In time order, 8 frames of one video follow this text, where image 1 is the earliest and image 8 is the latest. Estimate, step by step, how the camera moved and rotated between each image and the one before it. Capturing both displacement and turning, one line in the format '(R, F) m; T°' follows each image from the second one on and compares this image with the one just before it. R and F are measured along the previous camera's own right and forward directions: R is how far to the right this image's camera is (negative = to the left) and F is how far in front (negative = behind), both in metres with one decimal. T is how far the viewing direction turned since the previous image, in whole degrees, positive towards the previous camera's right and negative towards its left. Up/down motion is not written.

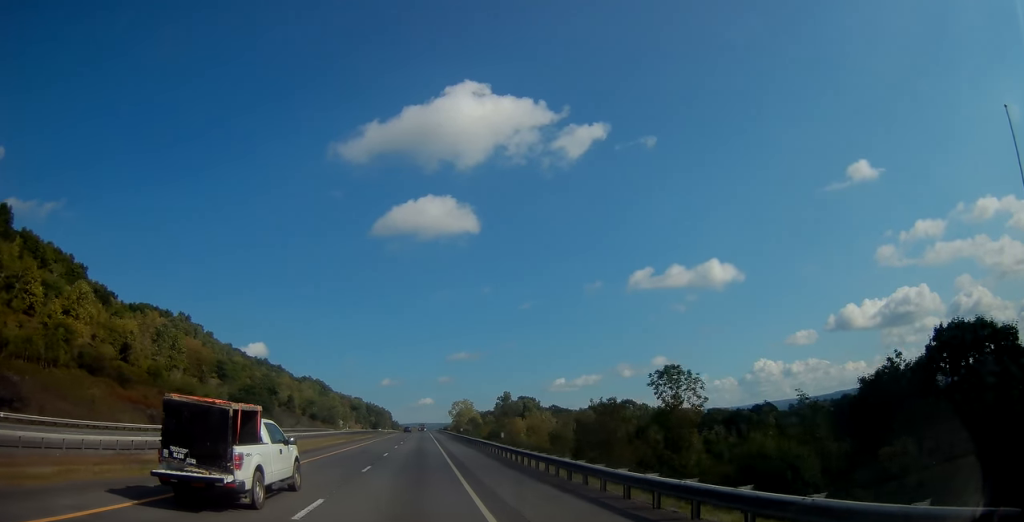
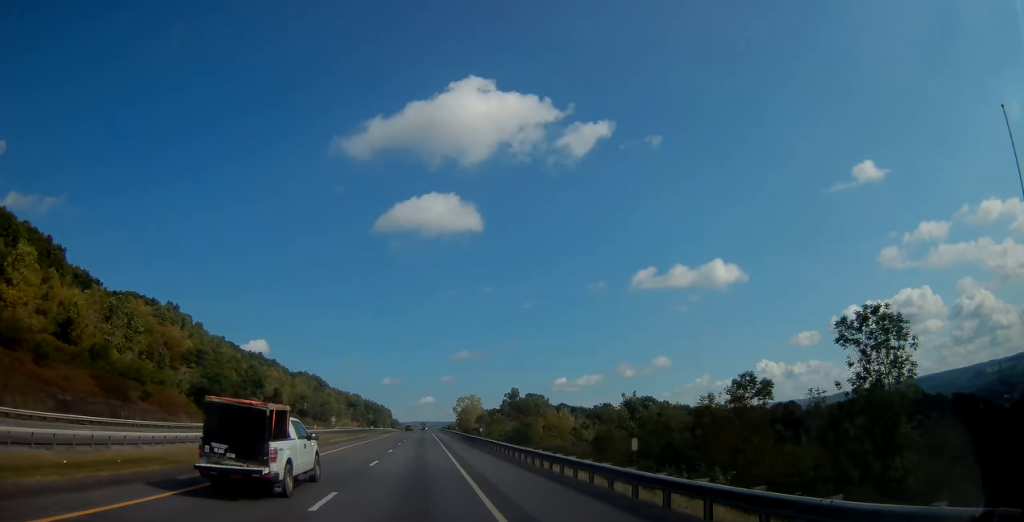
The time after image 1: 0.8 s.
(-0.4, +23.0) m; 0°
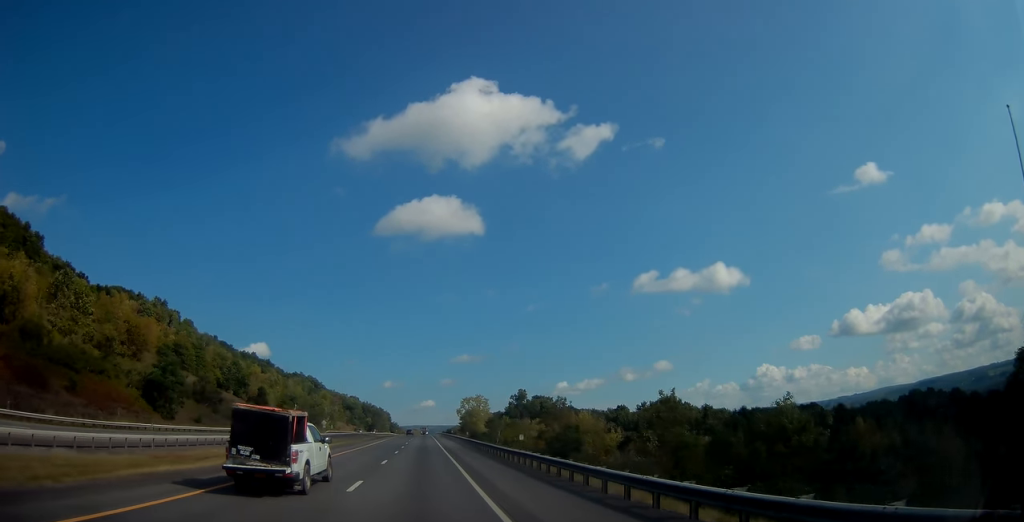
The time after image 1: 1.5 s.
(+0.2, +20.1) m; 0°
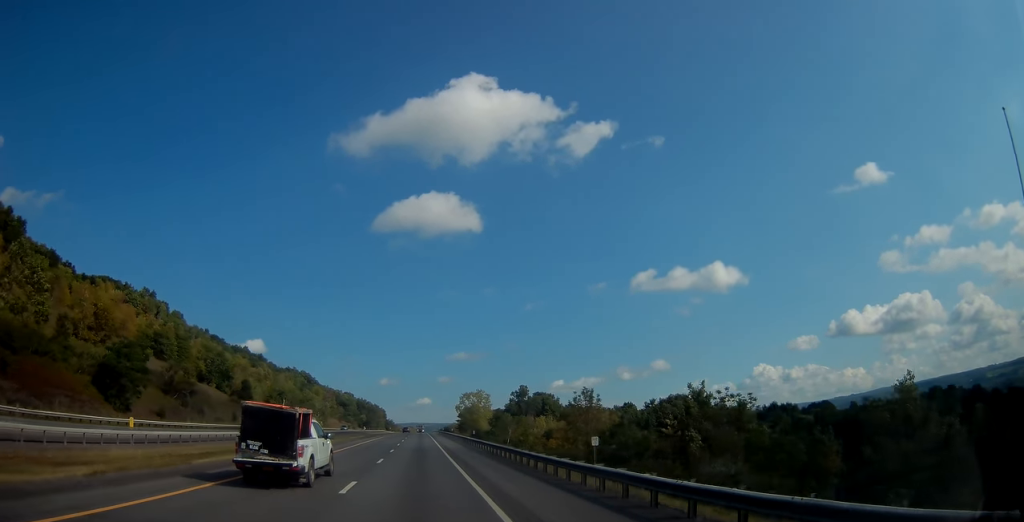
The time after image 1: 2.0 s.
(+0.2, +13.4) m; 0°
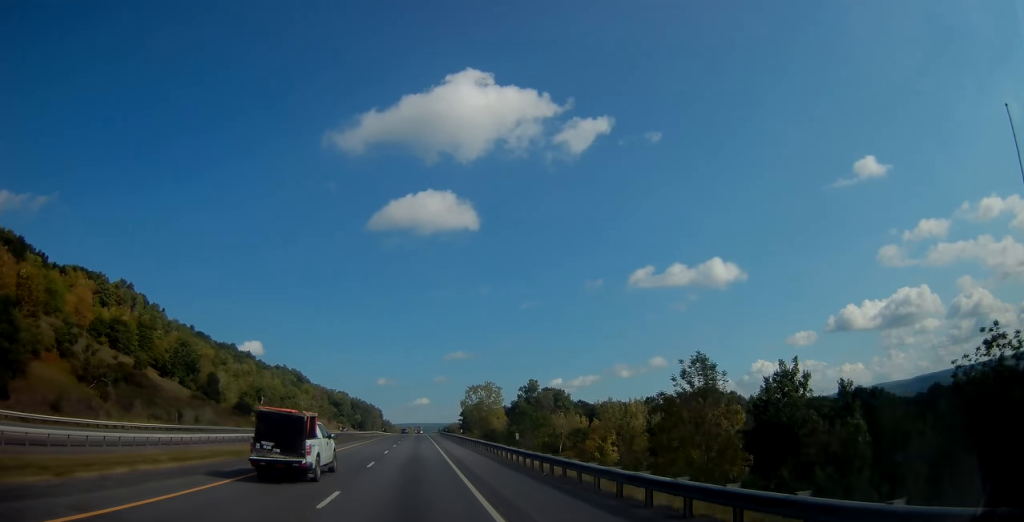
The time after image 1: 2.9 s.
(-0.1, +26.9) m; 0°
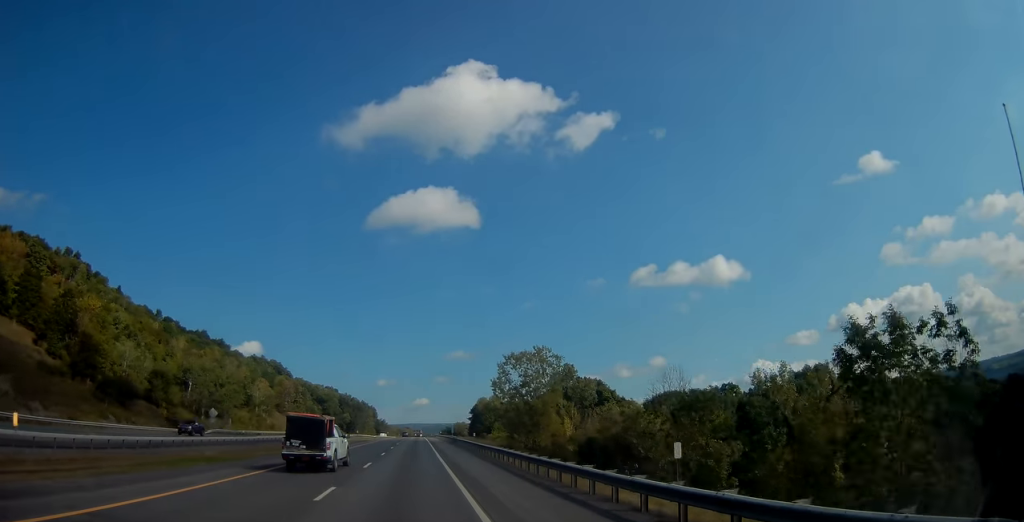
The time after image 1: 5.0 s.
(+0.4, +59.3) m; 0°
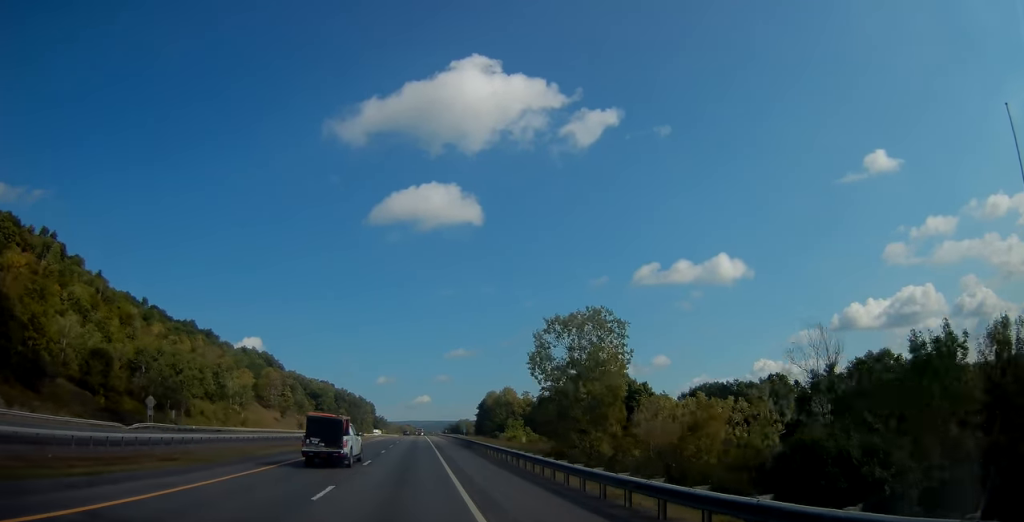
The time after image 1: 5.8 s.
(-0.4, +23.9) m; 0°
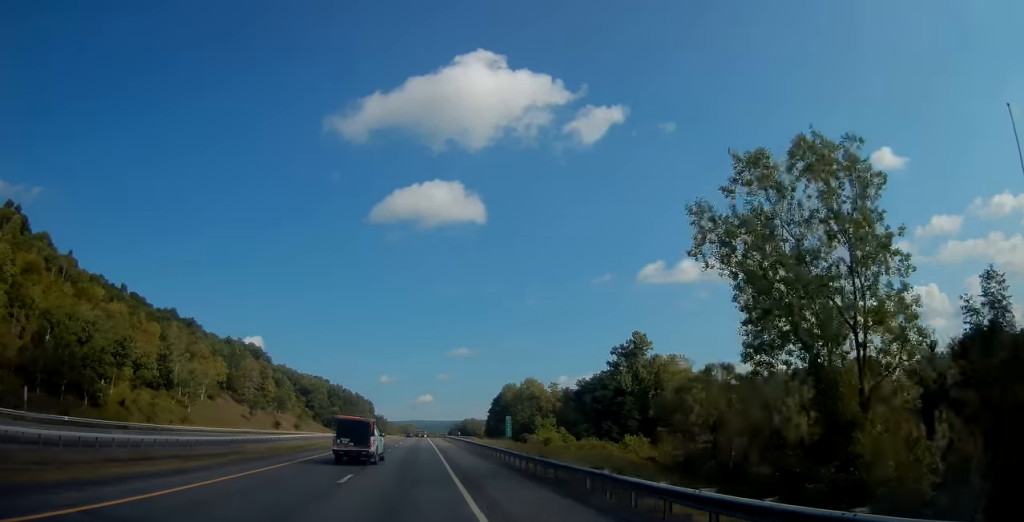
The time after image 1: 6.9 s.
(+0.2, +32.6) m; +1°
